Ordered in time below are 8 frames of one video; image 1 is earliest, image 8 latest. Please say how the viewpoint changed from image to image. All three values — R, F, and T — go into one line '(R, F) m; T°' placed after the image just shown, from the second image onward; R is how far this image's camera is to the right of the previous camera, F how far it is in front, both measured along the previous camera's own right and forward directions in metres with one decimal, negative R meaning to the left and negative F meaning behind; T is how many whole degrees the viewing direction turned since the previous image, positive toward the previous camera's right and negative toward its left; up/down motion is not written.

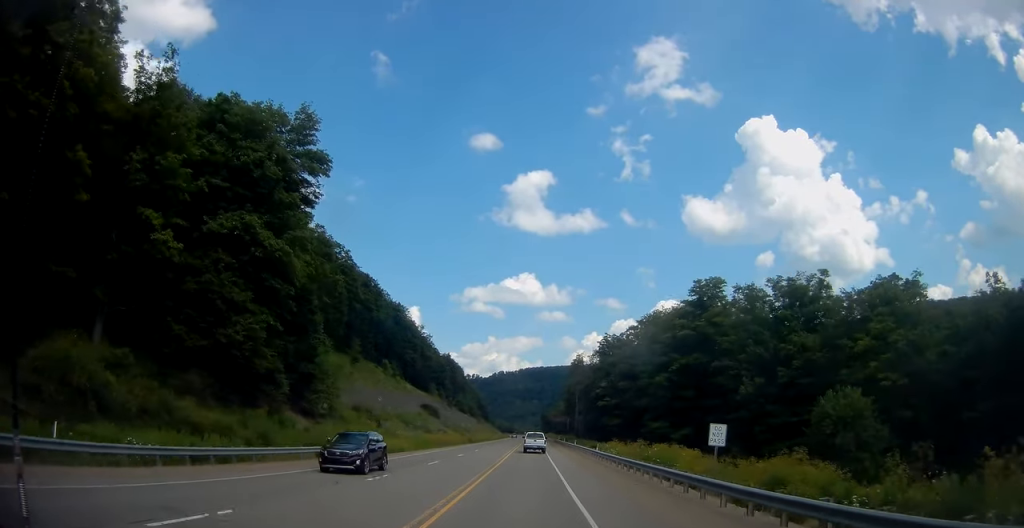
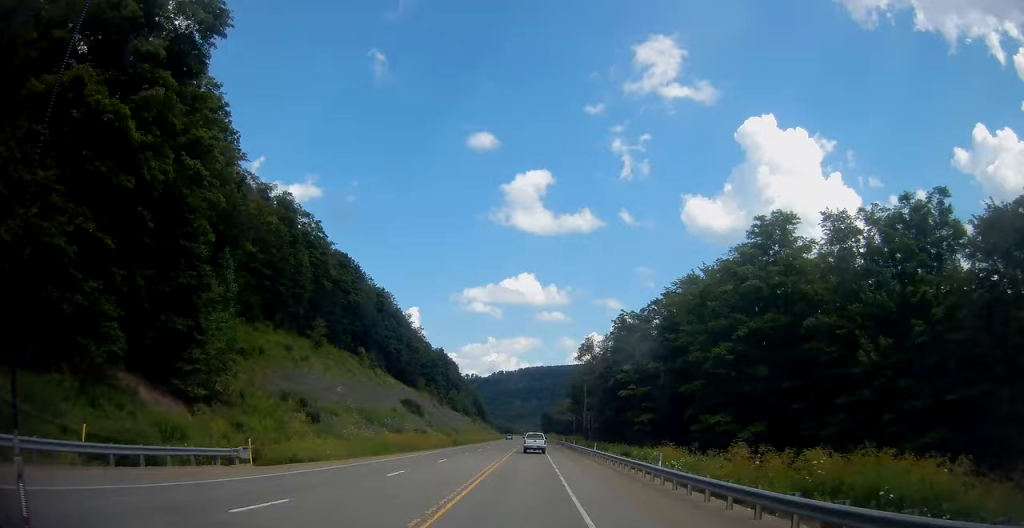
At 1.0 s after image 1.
(-0.1, +21.4) m; 0°
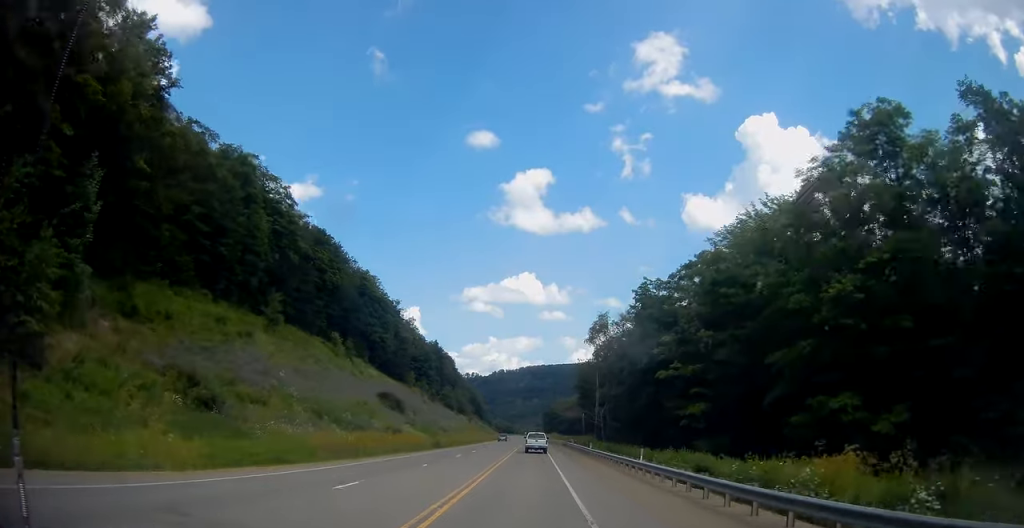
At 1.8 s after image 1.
(+0.1, +18.6) m; 0°
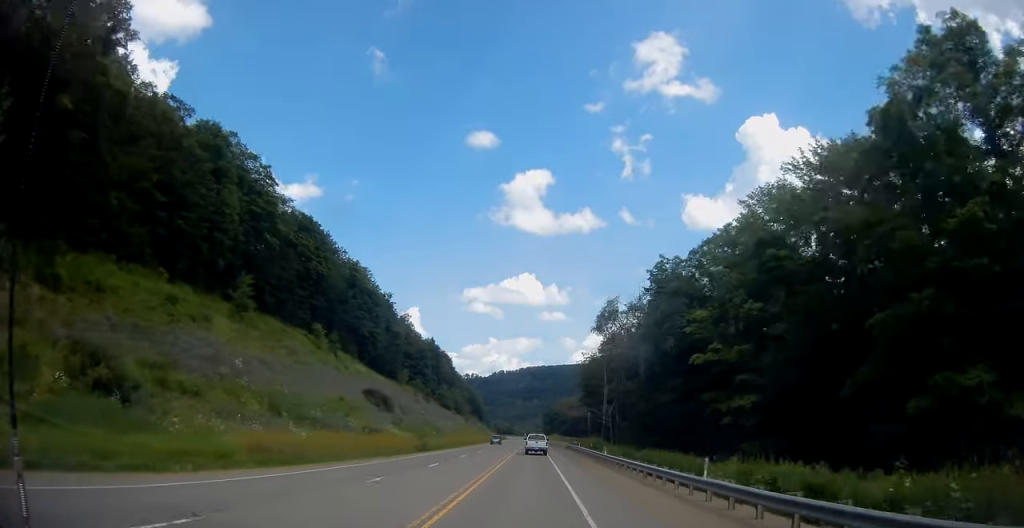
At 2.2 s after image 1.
(0.0, +9.8) m; 0°
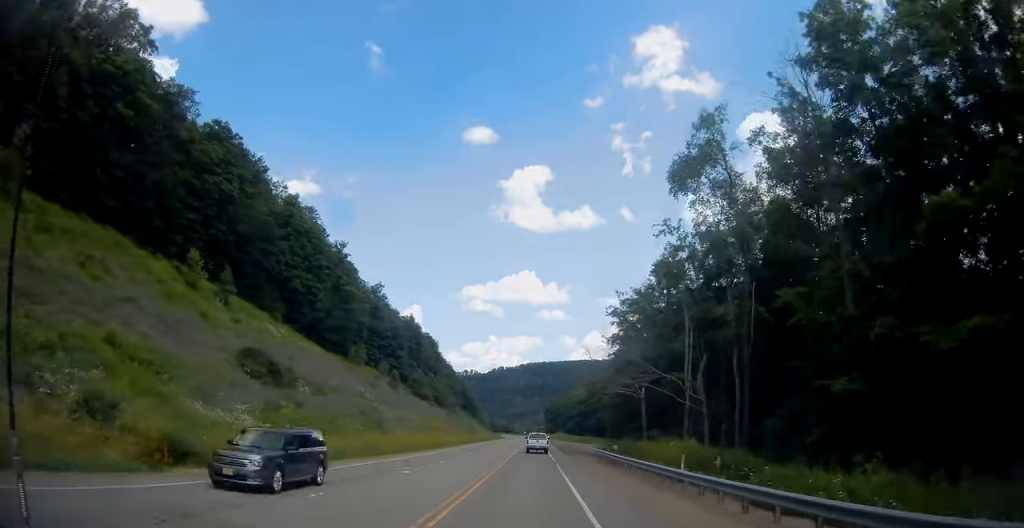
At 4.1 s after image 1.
(0.0, +42.8) m; 0°
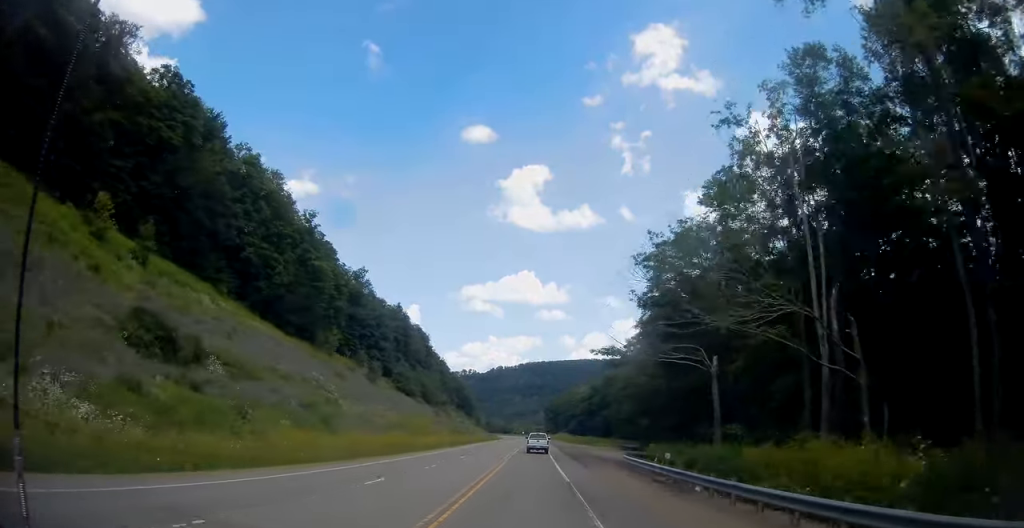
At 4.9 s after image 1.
(-0.1, +18.0) m; -1°
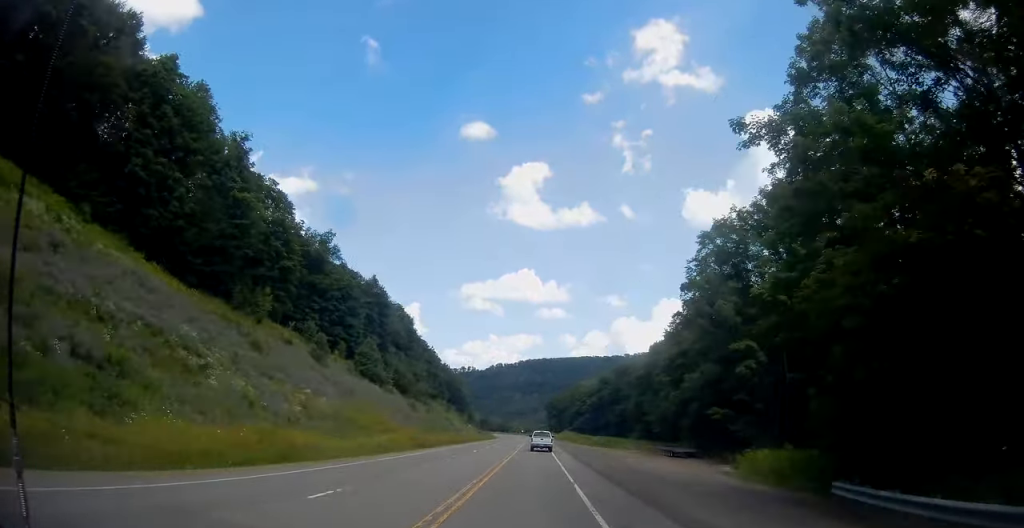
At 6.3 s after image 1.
(-0.1, +29.9) m; +1°
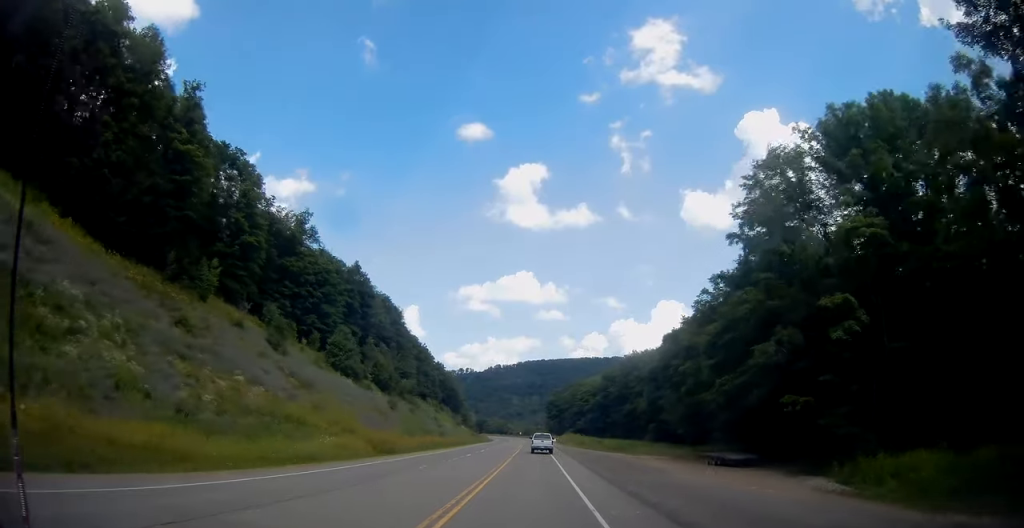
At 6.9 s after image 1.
(+0.1, +14.8) m; +1°
